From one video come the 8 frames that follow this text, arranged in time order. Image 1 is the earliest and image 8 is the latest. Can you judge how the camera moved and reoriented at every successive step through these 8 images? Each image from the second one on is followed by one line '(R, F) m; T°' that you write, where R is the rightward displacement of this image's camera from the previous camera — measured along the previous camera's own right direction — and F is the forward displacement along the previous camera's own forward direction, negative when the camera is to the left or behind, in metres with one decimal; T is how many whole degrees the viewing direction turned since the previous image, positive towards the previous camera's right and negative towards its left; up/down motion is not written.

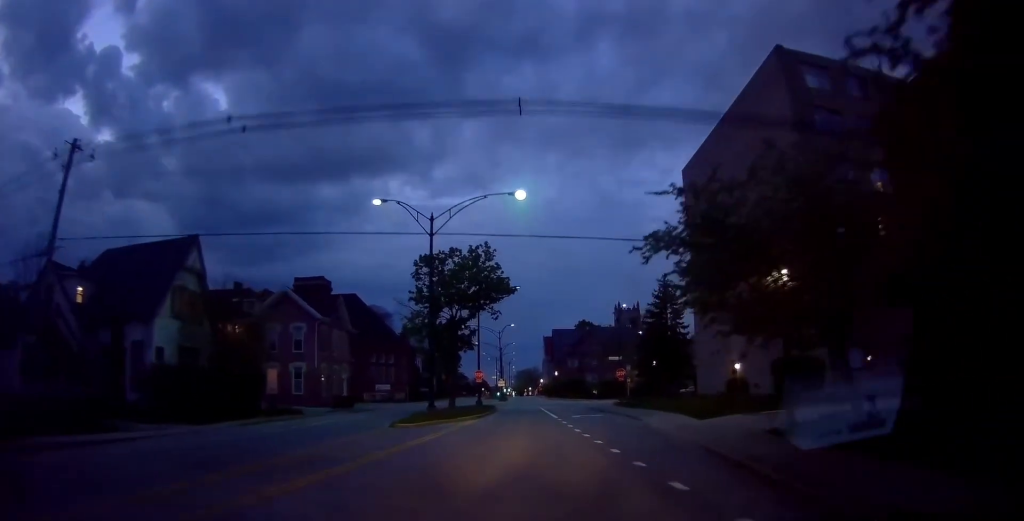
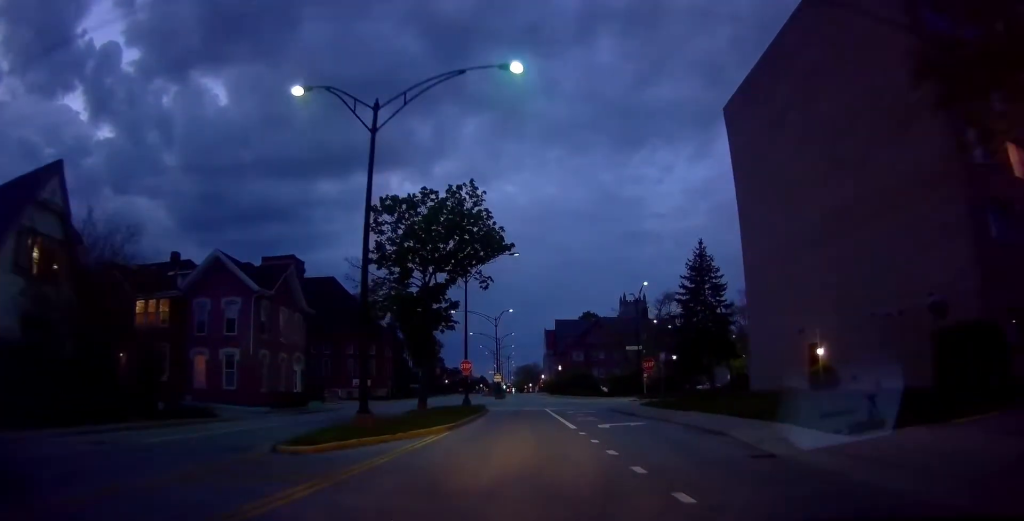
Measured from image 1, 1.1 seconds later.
(0.0, +11.2) m; 0°
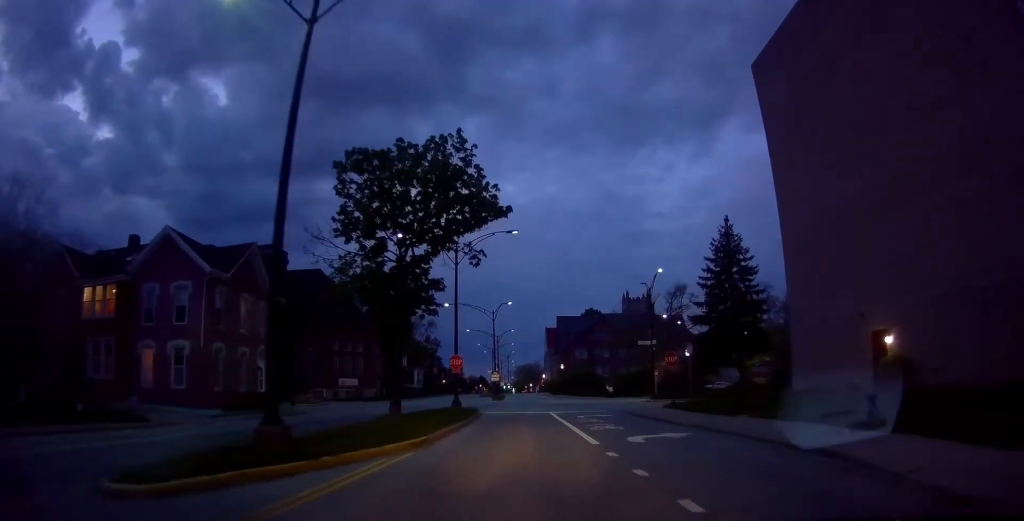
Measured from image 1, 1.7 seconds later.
(0.0, +5.5) m; +1°
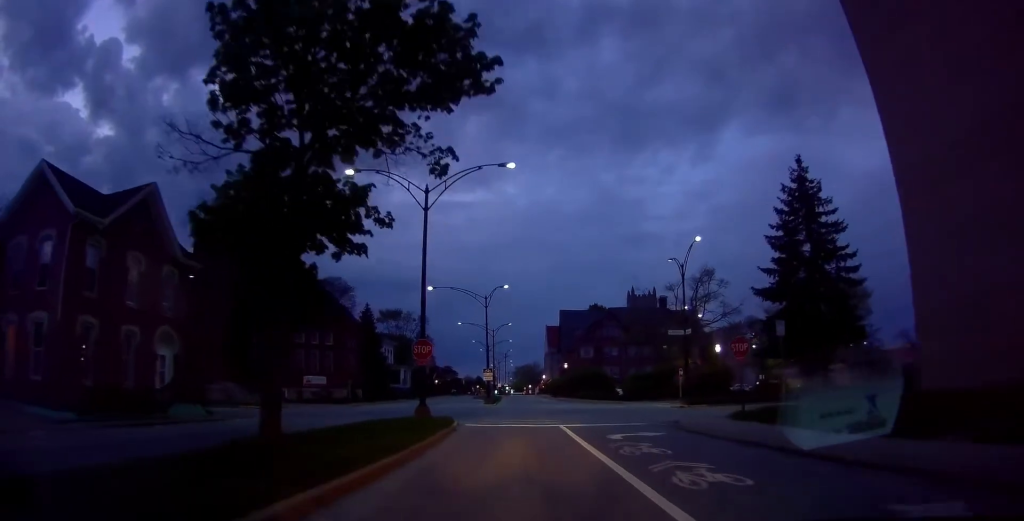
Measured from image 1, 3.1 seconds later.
(+0.4, +11.4) m; +2°
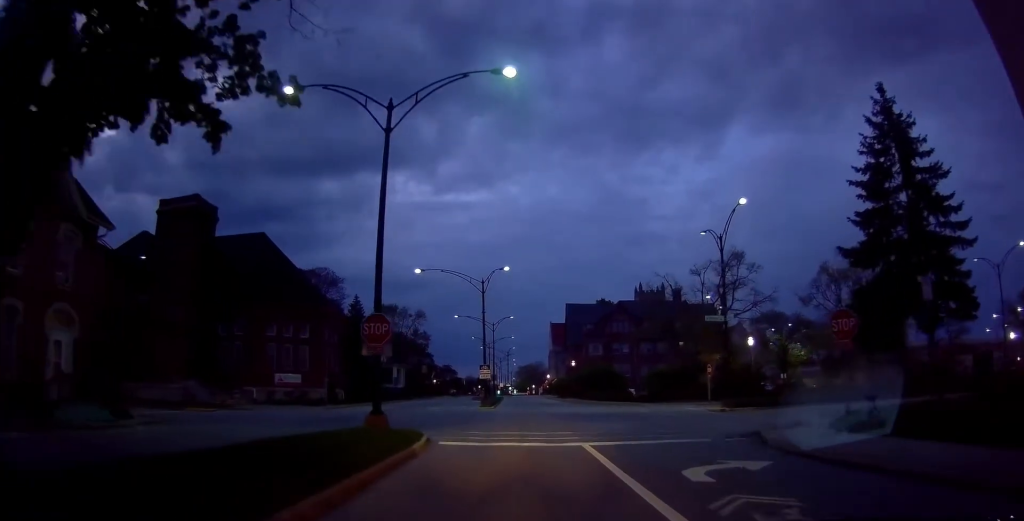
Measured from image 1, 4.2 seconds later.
(-0.3, +7.8) m; -3°
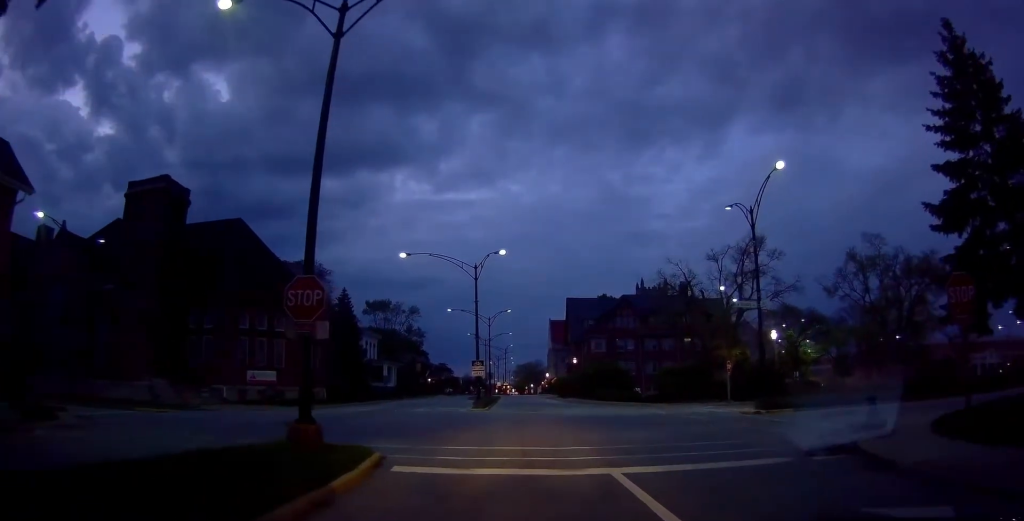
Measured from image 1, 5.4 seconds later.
(0.0, +5.7) m; 0°
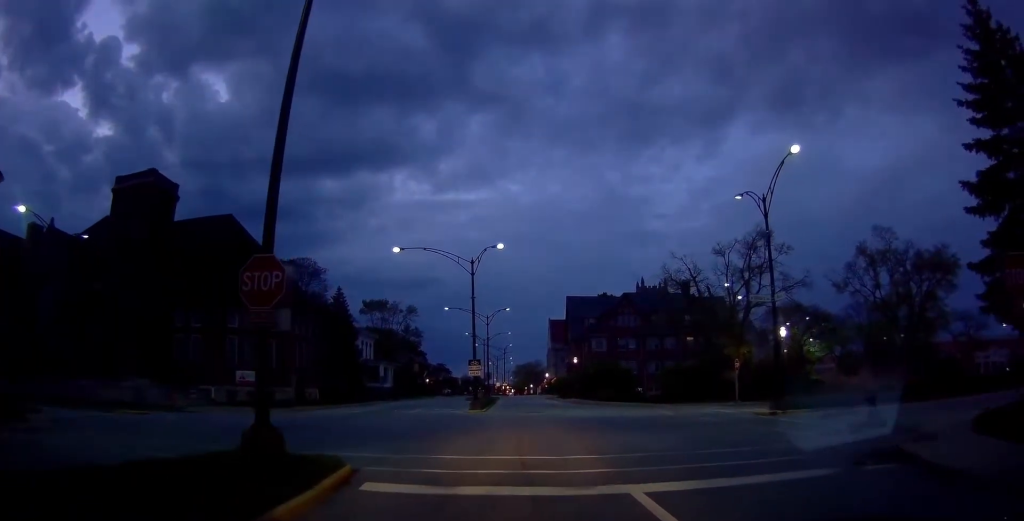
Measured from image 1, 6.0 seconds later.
(0.0, +2.5) m; 0°
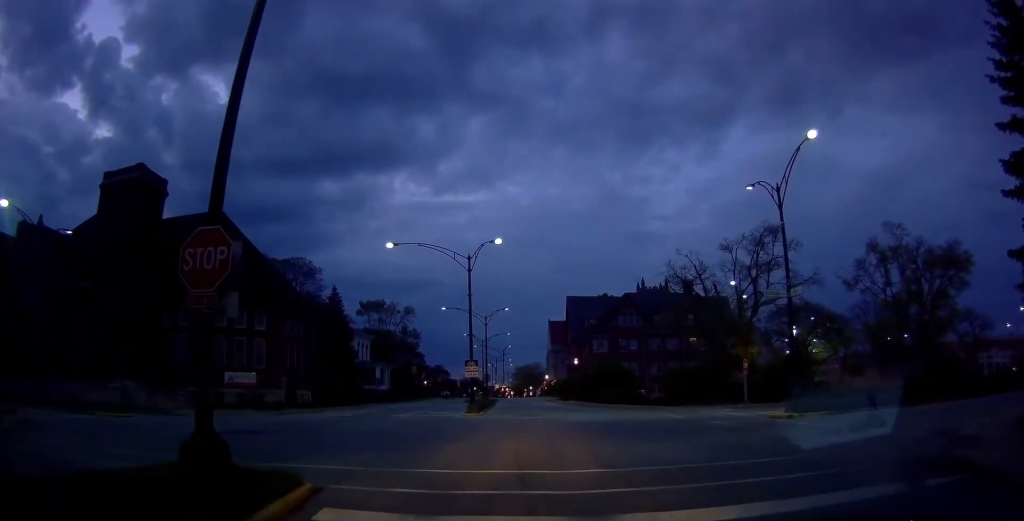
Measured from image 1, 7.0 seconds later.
(0.0, +2.6) m; -2°
